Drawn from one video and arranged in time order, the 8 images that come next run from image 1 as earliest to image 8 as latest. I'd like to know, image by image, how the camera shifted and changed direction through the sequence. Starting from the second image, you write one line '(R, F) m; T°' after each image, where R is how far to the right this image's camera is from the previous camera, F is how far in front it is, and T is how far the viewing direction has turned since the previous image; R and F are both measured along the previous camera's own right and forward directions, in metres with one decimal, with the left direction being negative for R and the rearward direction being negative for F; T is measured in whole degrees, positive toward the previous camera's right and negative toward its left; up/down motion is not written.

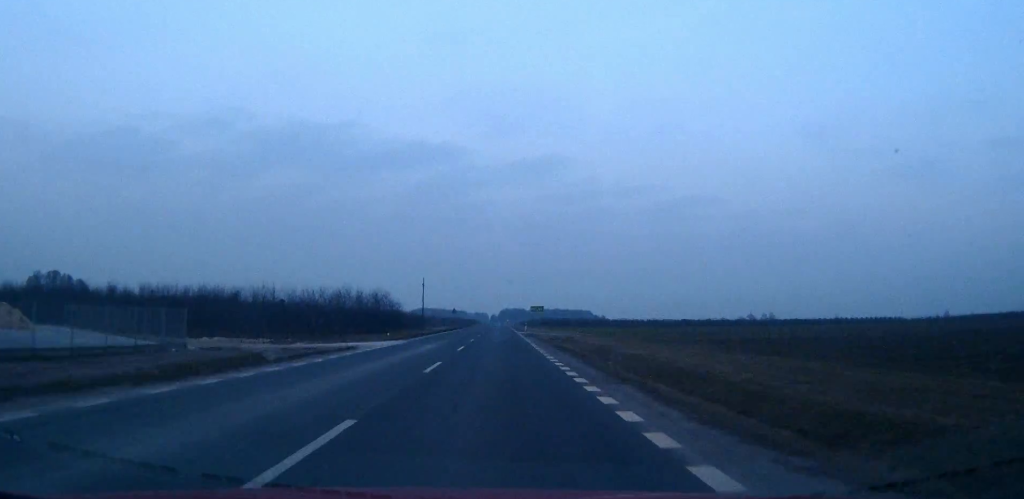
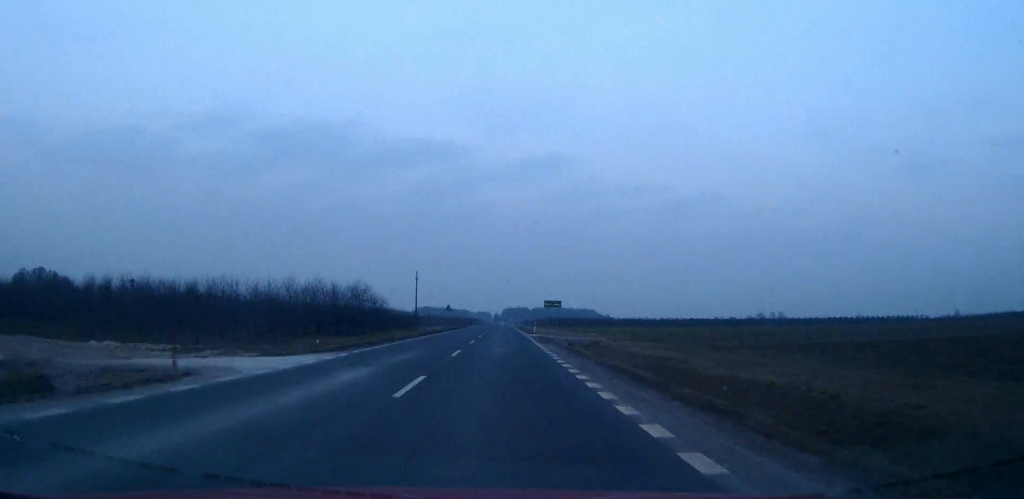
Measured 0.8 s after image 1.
(-0.1, +17.0) m; 0°
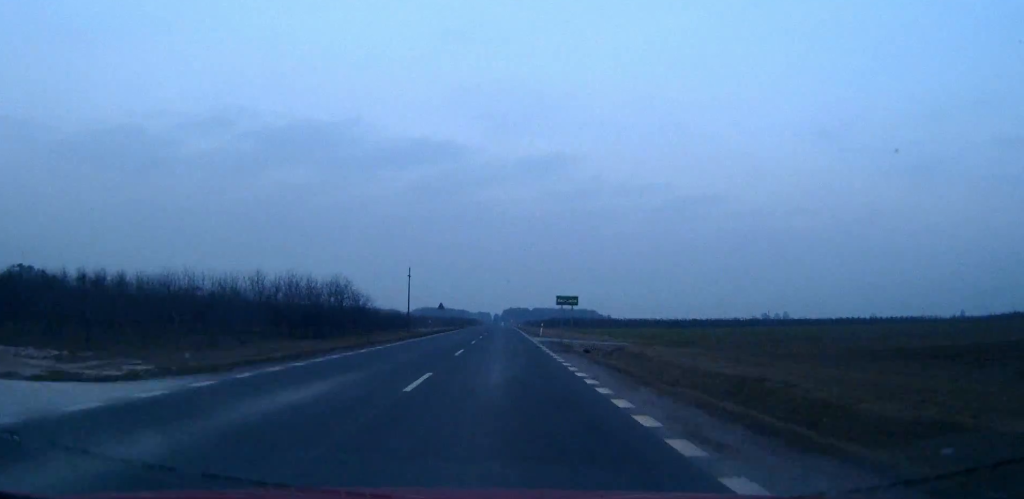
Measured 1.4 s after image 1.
(0.0, +11.0) m; 0°
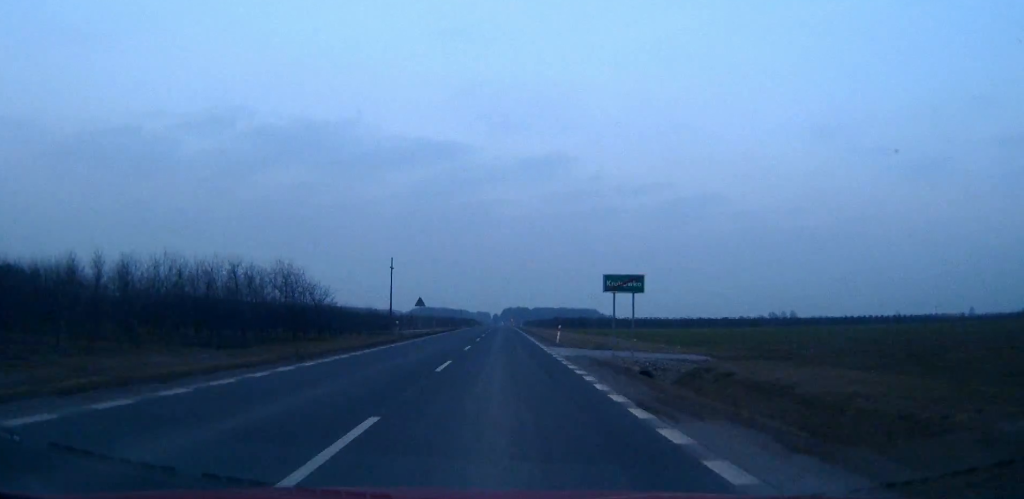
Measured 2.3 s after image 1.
(0.0, +19.0) m; 0°
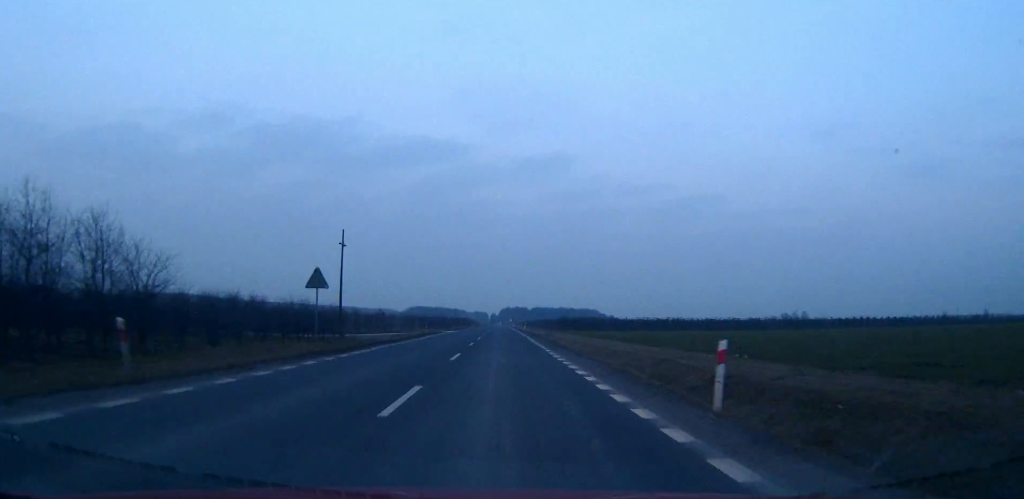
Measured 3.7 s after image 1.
(0.0, +31.6) m; 0°
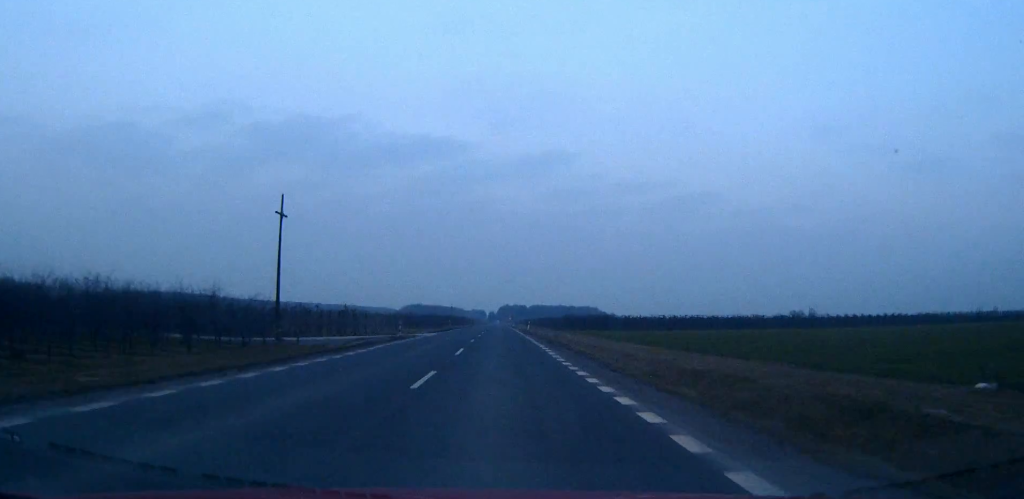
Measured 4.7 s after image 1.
(+0.1, +20.3) m; 0°
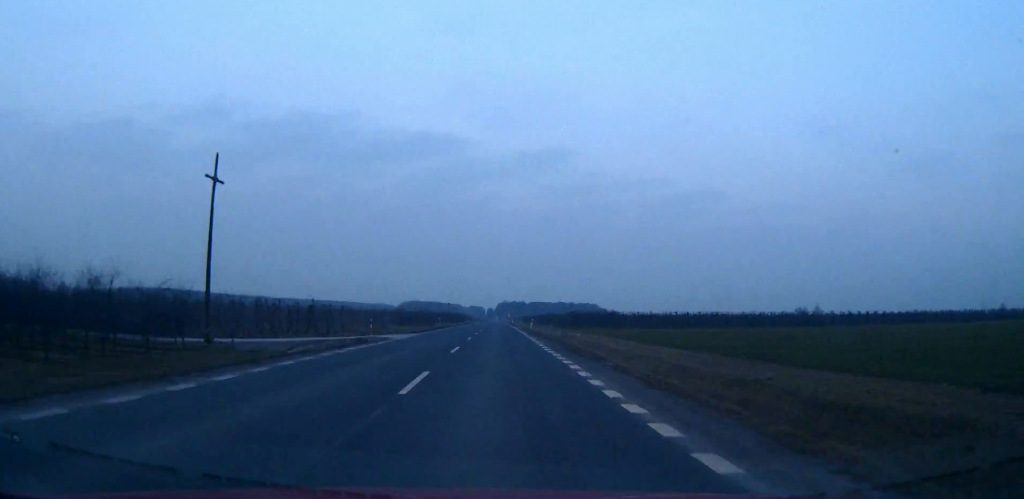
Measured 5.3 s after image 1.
(0.0, +13.1) m; 0°
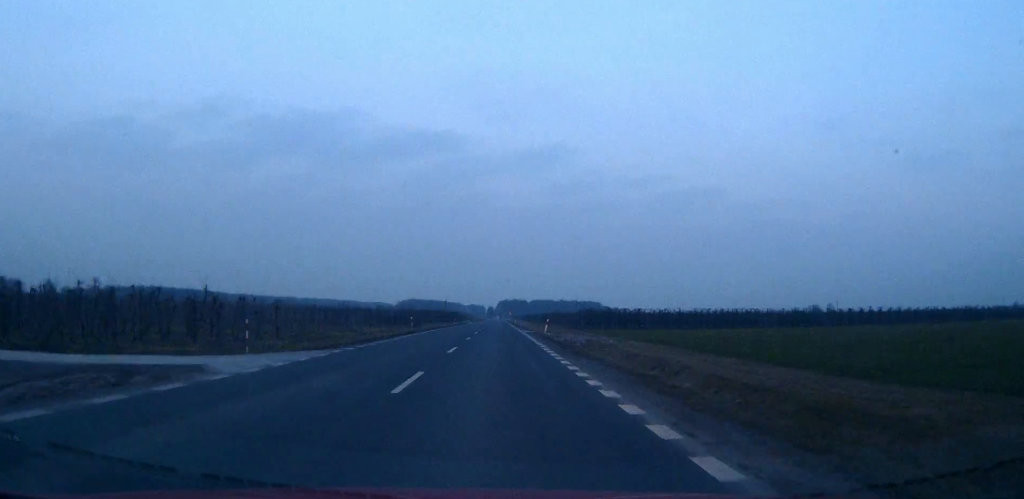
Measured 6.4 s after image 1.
(0.0, +24.4) m; 0°
